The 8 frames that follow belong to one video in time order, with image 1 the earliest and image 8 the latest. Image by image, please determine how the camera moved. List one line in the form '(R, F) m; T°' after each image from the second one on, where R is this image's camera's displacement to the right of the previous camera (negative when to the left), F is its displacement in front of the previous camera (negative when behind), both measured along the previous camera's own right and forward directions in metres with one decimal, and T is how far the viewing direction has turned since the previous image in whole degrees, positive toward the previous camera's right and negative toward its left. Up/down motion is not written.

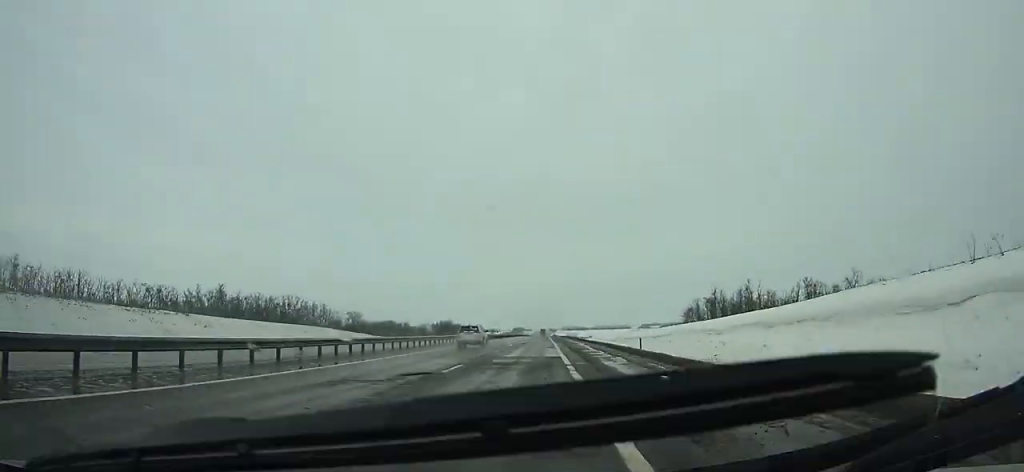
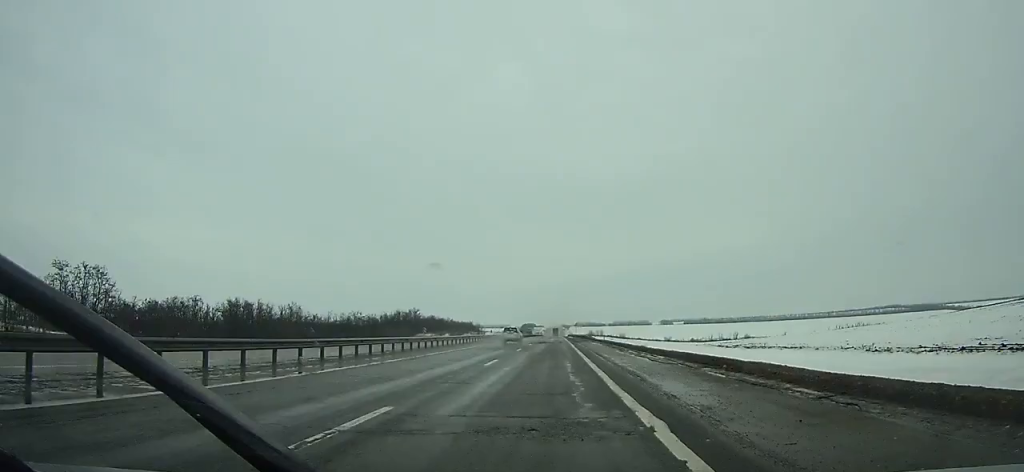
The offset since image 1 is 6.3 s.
(-1.7, +155.1) m; -1°
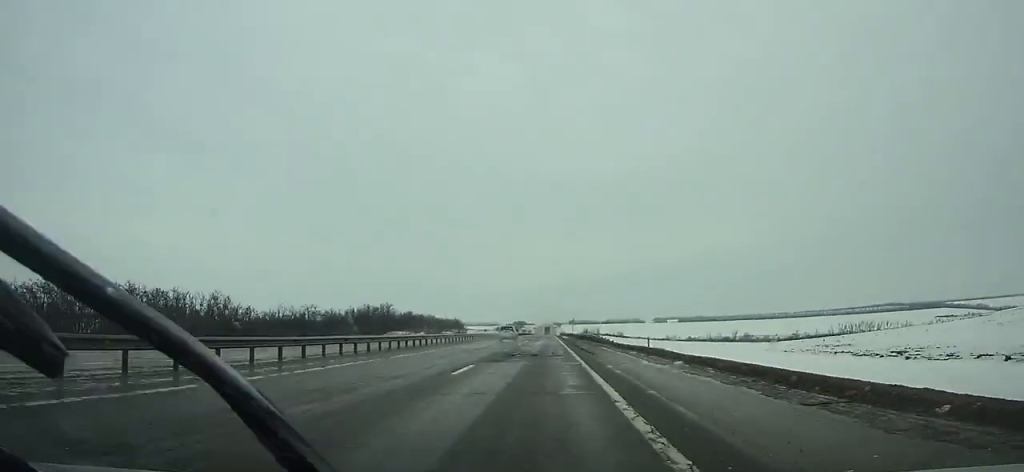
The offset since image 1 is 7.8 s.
(+0.1, +36.9) m; 0°
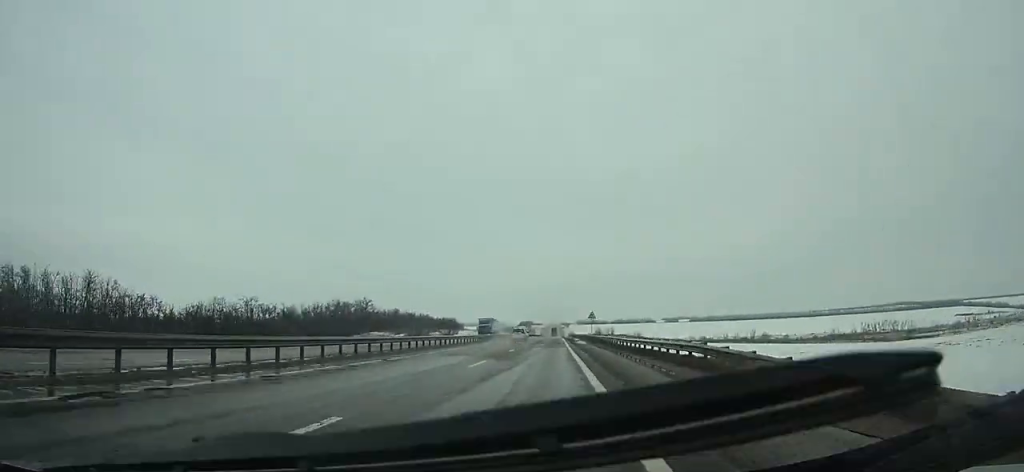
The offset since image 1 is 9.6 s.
(+0.1, +44.4) m; 0°
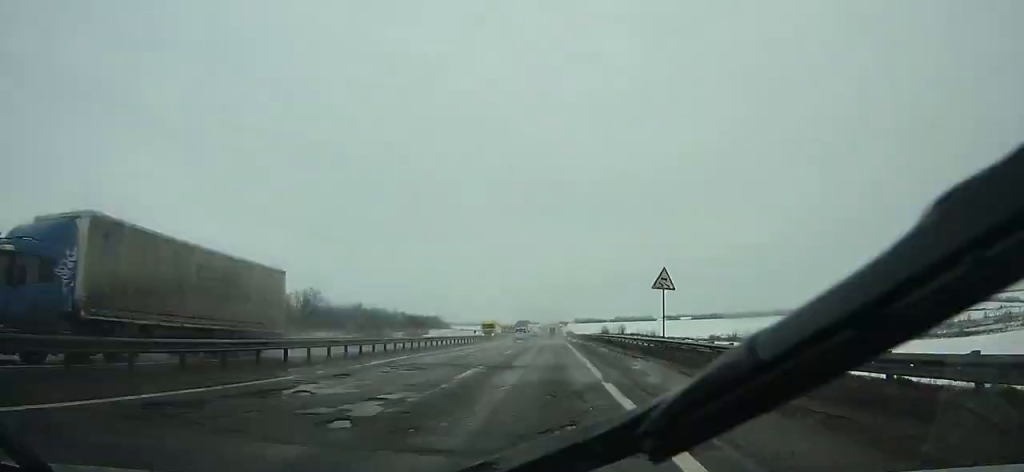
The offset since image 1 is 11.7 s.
(+0.1, +51.9) m; 0°
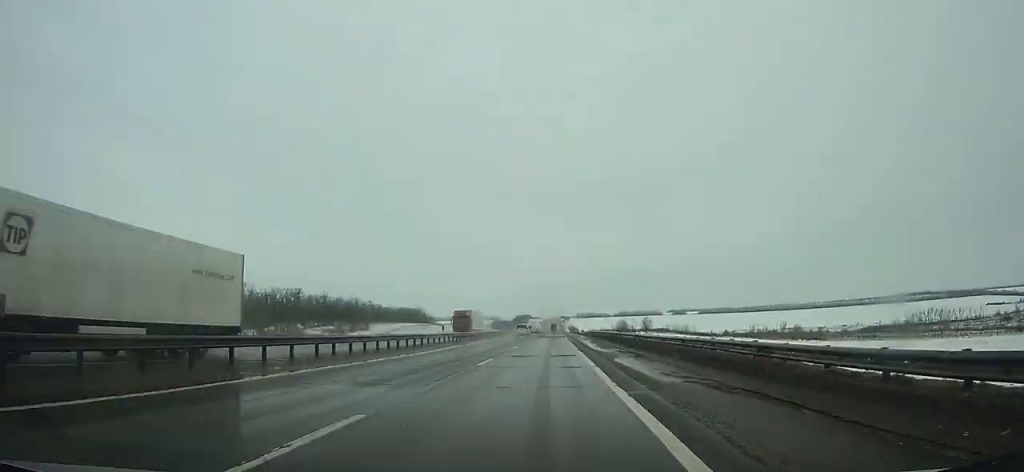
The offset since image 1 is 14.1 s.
(-0.1, +59.8) m; 0°
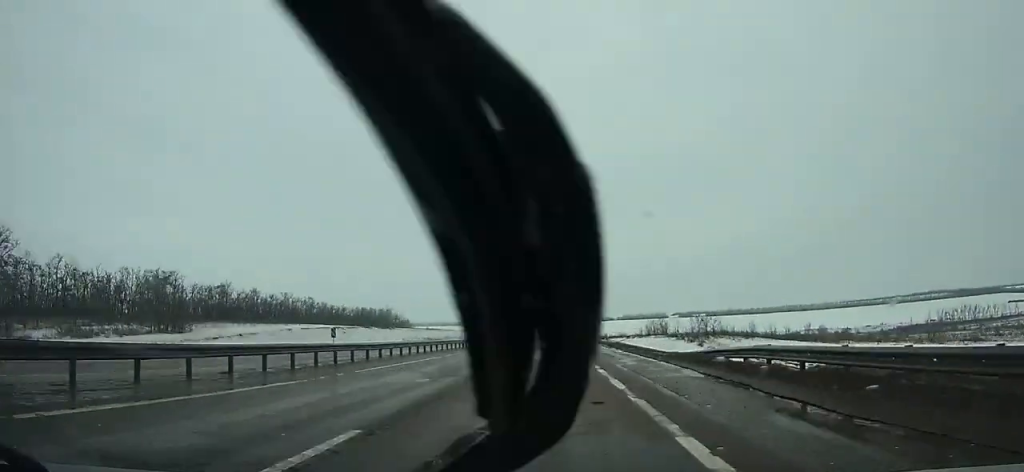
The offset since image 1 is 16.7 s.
(0.0, +65.2) m; 0°
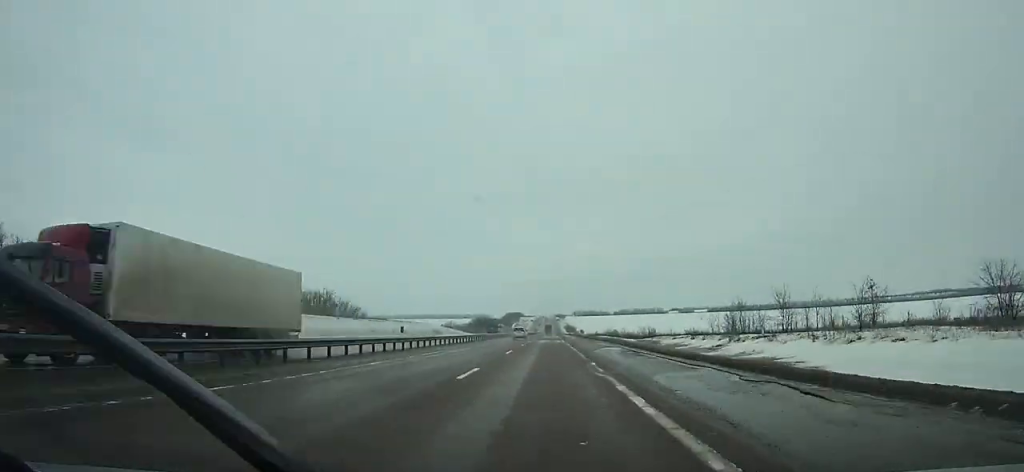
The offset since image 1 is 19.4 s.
(+0.1, +68.1) m; 0°
